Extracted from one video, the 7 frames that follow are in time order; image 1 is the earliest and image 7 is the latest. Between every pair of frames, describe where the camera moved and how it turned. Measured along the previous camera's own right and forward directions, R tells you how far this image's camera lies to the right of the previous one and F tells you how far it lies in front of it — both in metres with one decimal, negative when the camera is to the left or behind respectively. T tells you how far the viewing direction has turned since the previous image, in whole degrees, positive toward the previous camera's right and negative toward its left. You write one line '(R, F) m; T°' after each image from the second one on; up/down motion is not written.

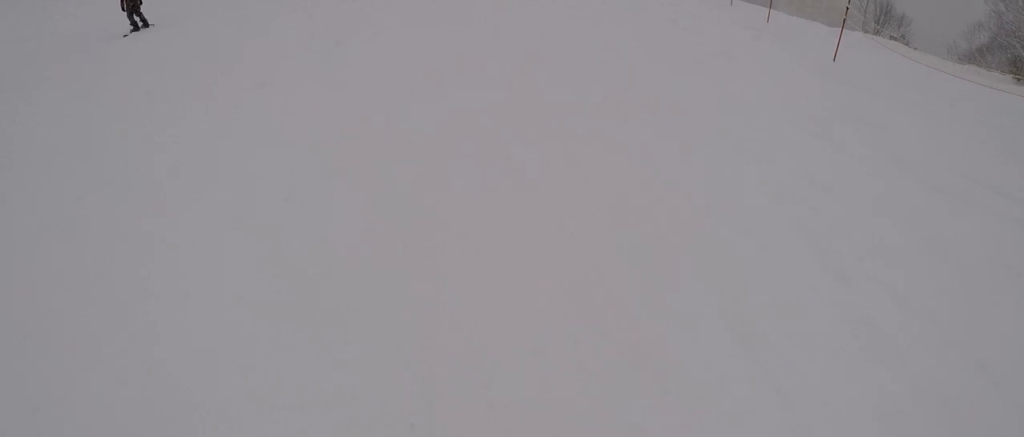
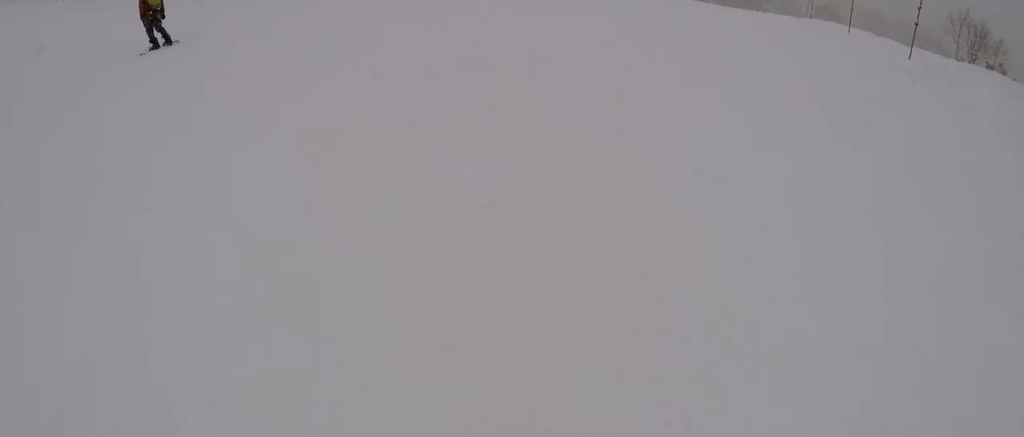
(-0.1, +2.7) m; -2°
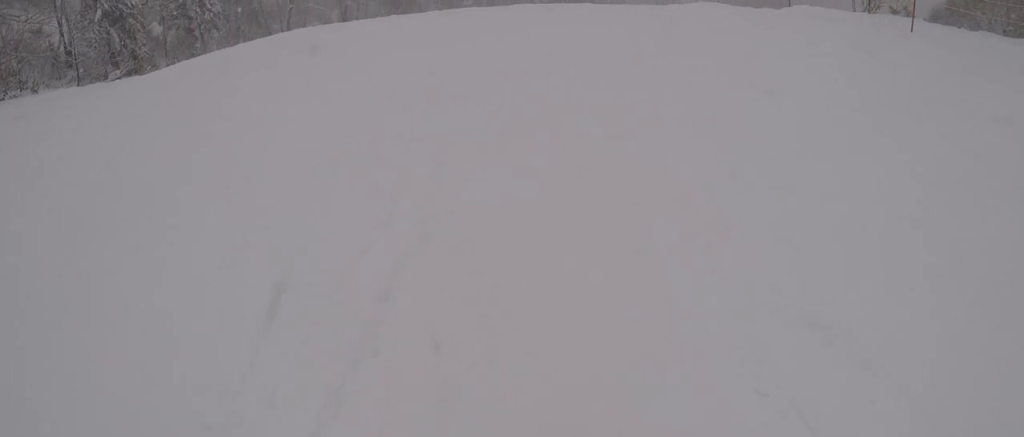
(-0.4, +7.1) m; -7°
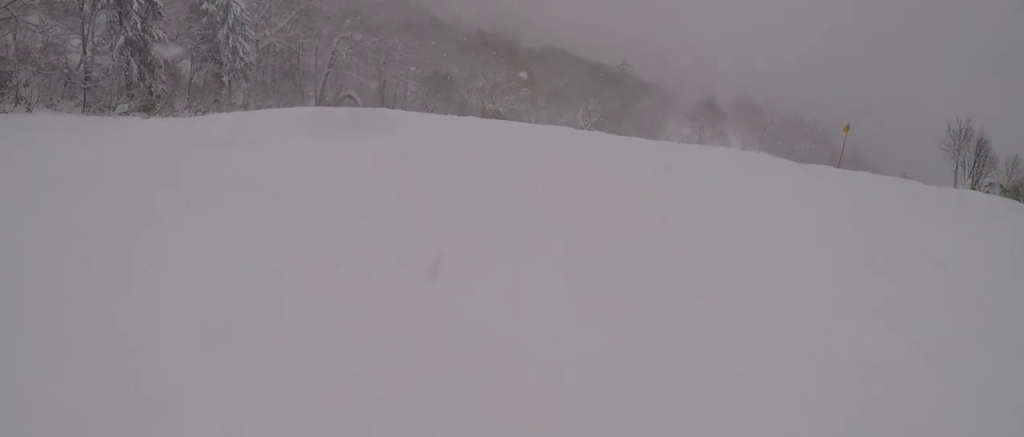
(-0.4, +6.5) m; -5°
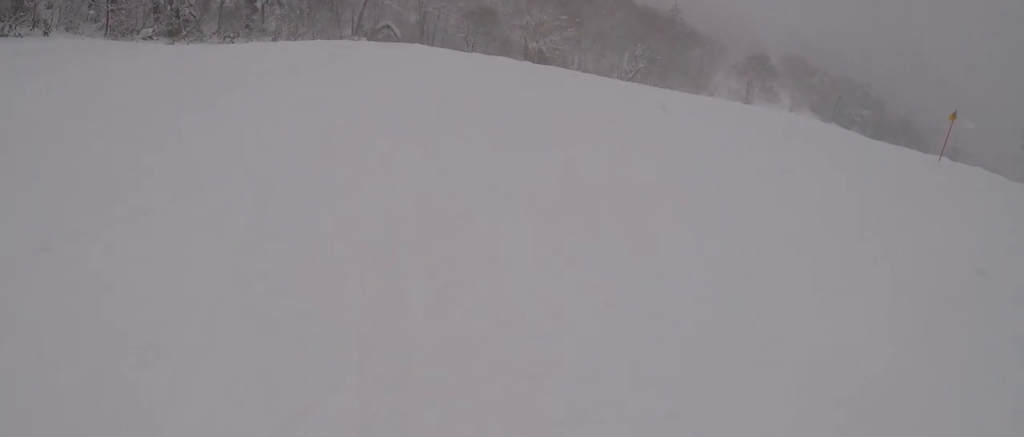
(0.0, +2.5) m; -1°
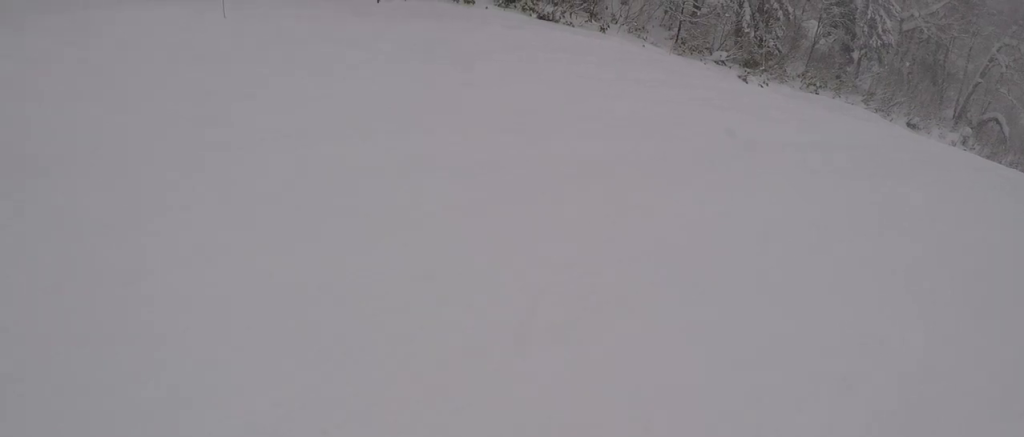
(-0.3, +9.4) m; 0°
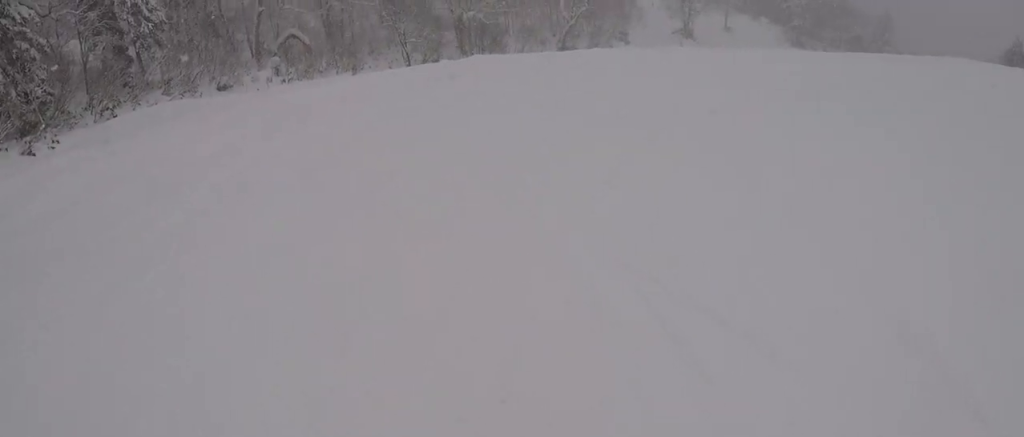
(+0.4, +6.0) m; +8°
